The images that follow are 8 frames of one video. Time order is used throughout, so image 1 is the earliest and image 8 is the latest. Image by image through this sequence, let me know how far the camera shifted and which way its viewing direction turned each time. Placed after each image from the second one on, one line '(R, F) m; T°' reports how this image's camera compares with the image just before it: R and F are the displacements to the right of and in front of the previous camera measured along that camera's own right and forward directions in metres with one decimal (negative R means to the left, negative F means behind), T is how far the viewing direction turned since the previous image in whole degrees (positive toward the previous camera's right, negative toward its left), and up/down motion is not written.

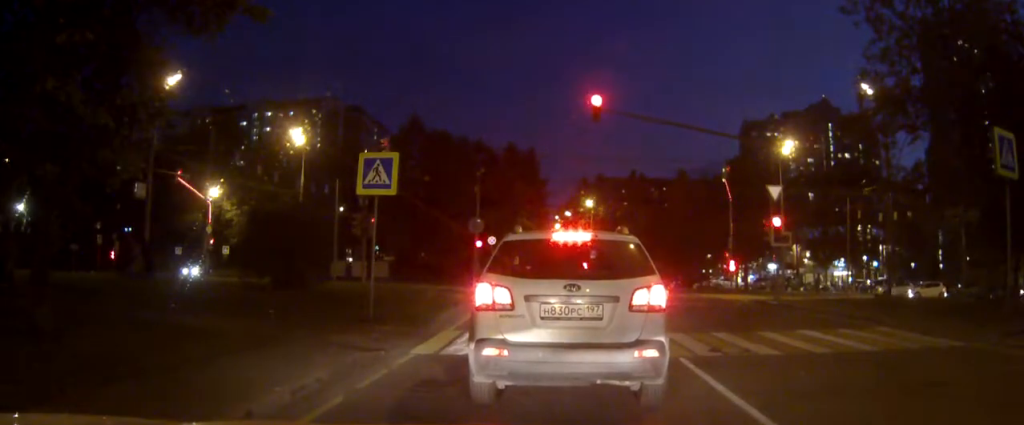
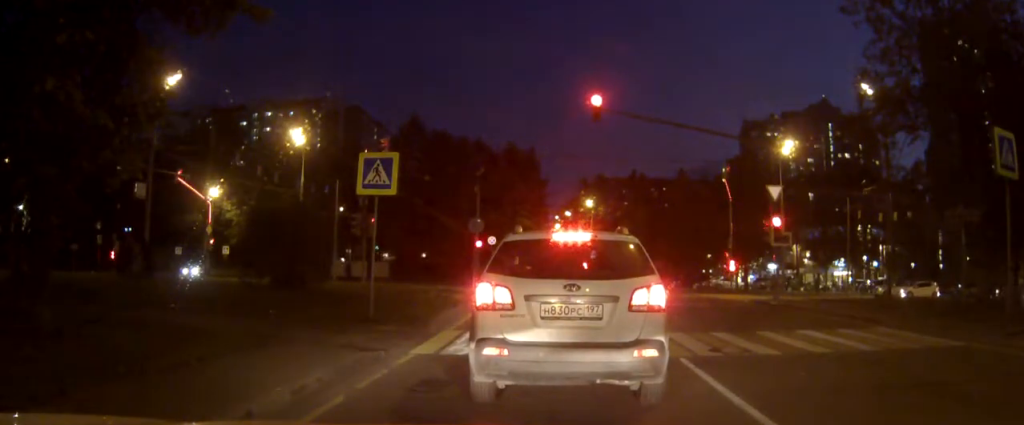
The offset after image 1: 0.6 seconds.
(+0.1, +0.2) m; 0°
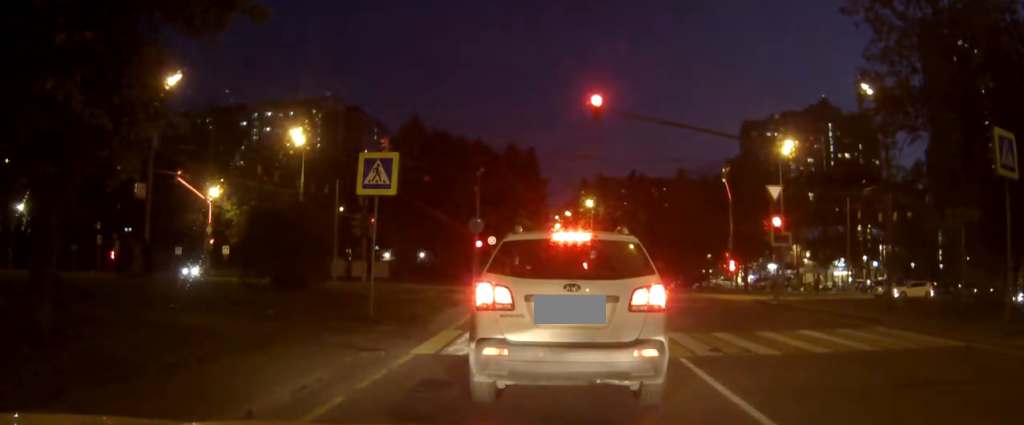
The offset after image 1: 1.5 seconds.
(+0.1, +0.2) m; 0°
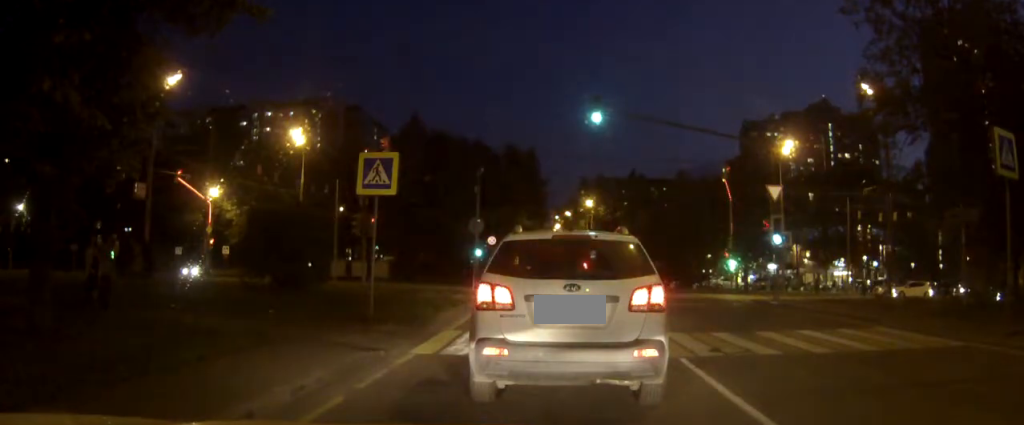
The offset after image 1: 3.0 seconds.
(+0.2, +0.4) m; 0°
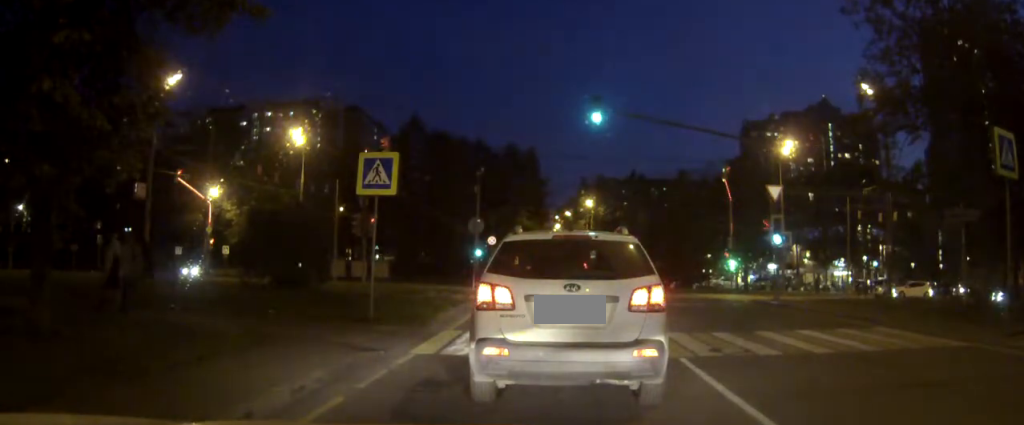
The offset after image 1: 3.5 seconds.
(0.0, 0.0) m; 0°
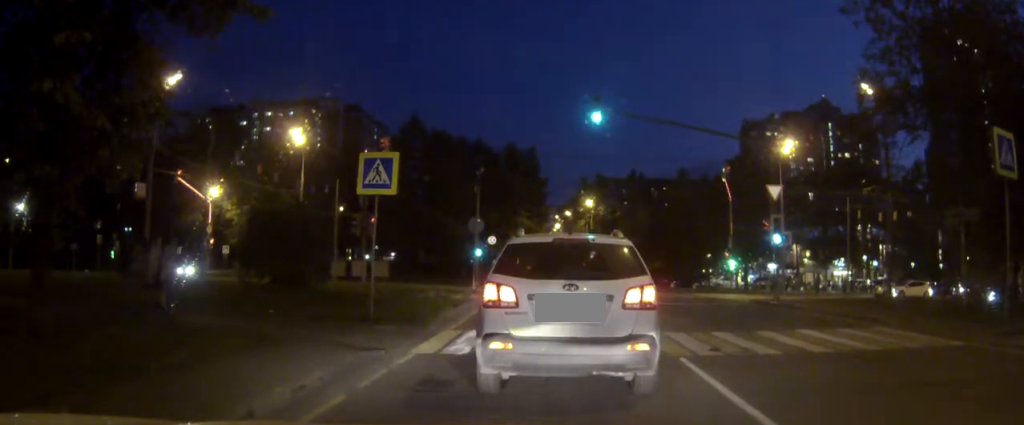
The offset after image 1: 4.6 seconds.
(+0.1, +0.3) m; 0°
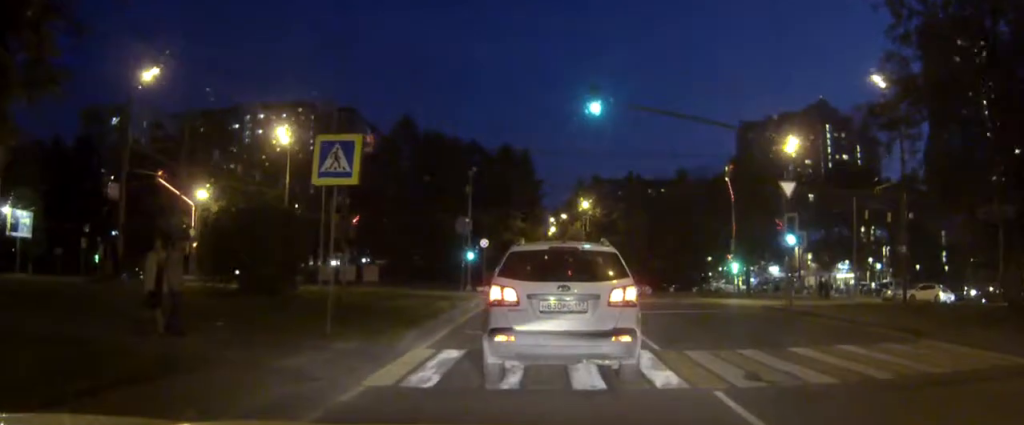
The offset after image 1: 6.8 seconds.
(0.0, +0.7) m; 0°
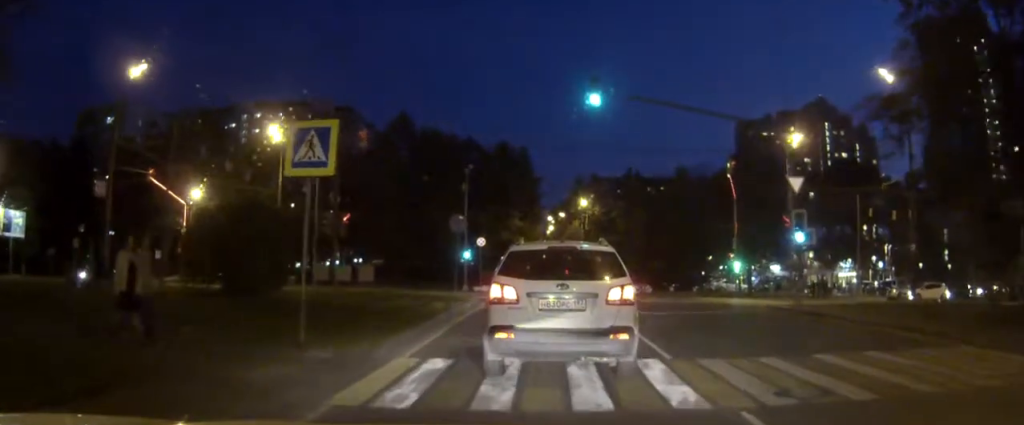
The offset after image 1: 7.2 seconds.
(0.0, +0.3) m; 0°
